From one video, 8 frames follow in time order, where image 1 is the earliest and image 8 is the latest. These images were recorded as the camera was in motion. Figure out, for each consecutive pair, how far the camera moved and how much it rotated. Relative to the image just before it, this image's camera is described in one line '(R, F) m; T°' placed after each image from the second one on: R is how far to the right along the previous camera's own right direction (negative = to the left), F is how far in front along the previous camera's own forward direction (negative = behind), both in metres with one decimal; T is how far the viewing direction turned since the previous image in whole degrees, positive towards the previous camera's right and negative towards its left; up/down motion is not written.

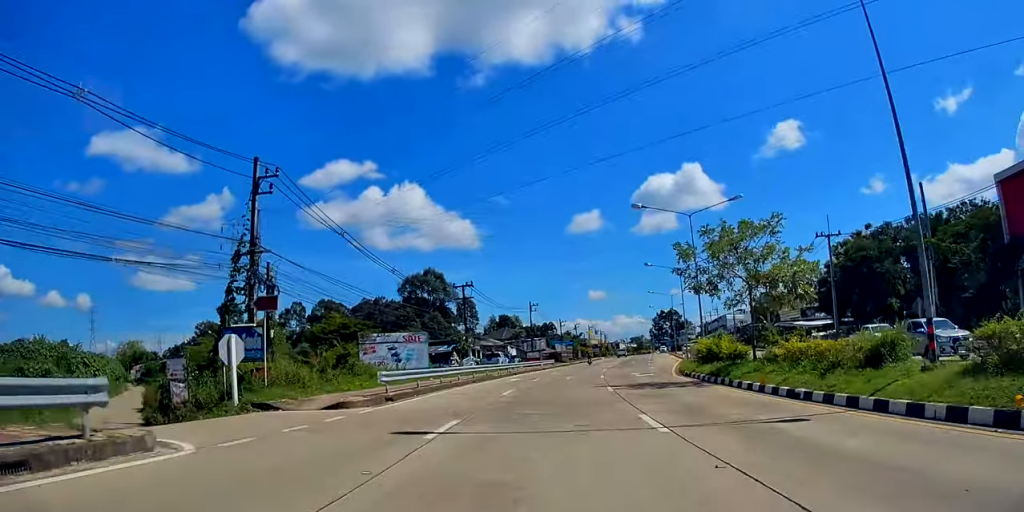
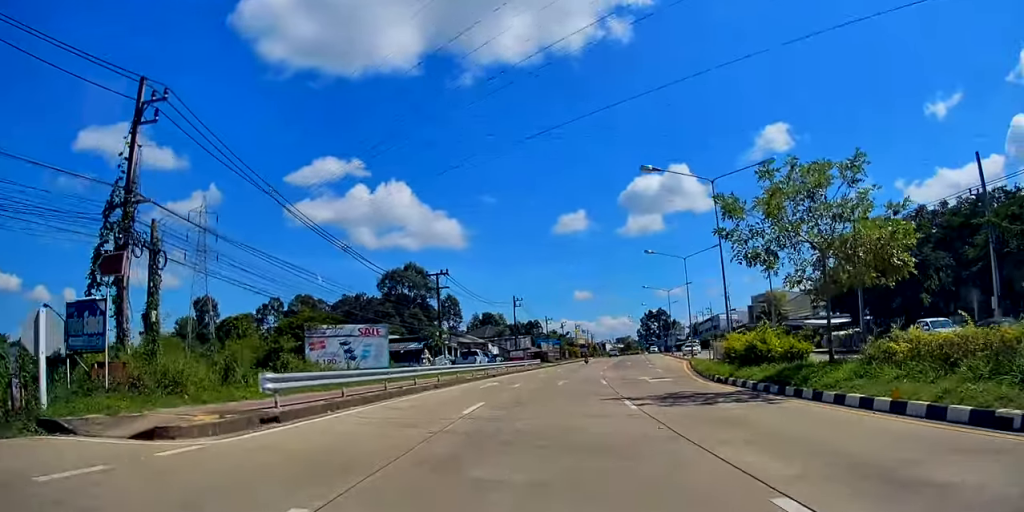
(-0.1, +8.5) m; +1°
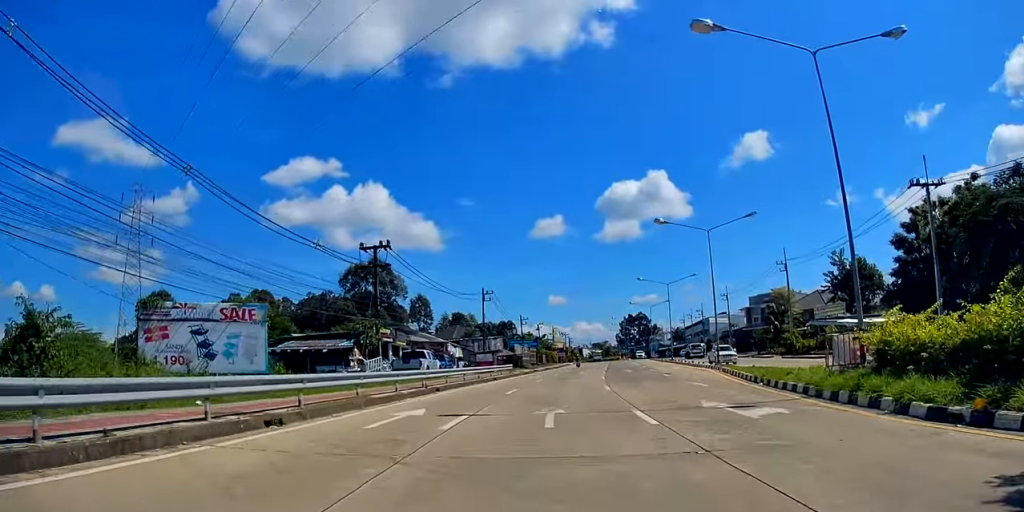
(+0.2, +15.0) m; +3°
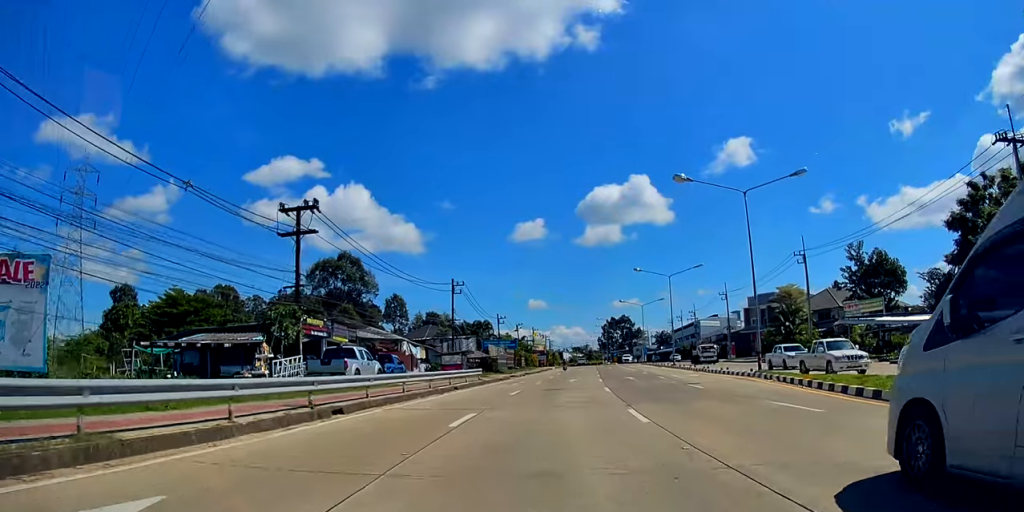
(+0.4, +11.2) m; +1°
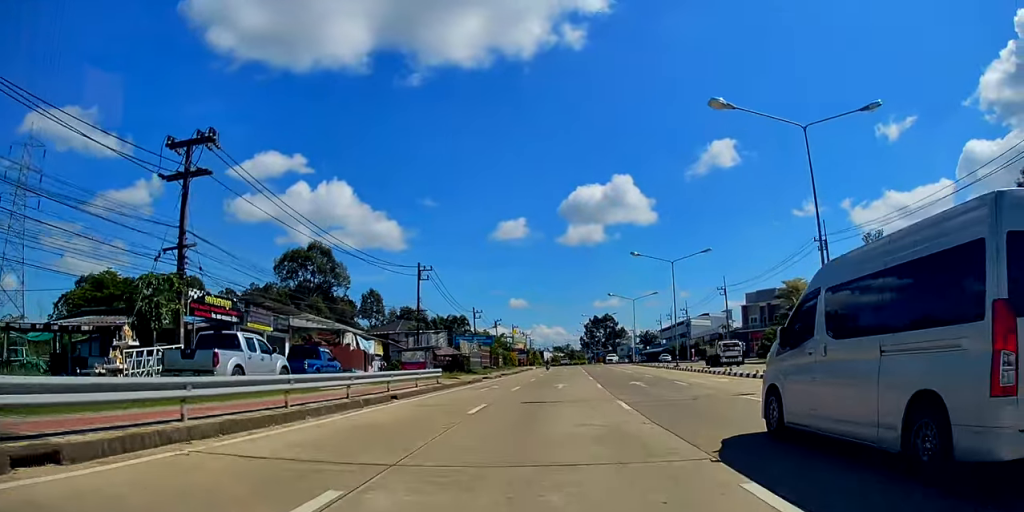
(+0.1, +9.3) m; -1°
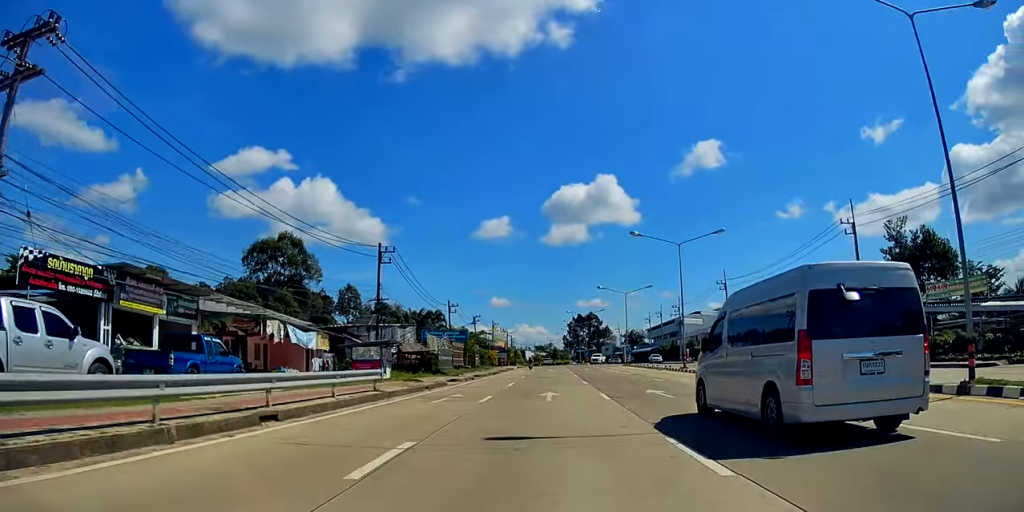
(-0.5, +9.0) m; +2°
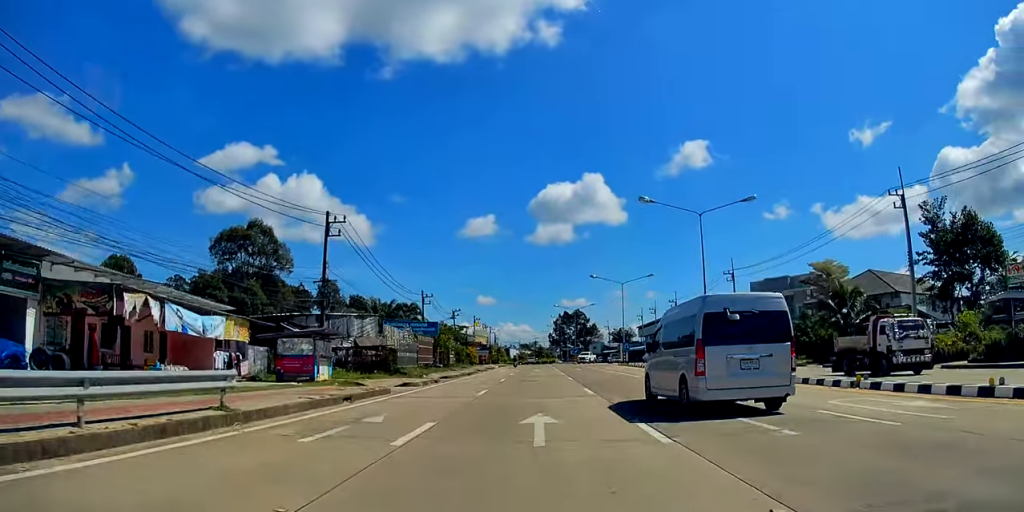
(+0.4, +9.6) m; +2°
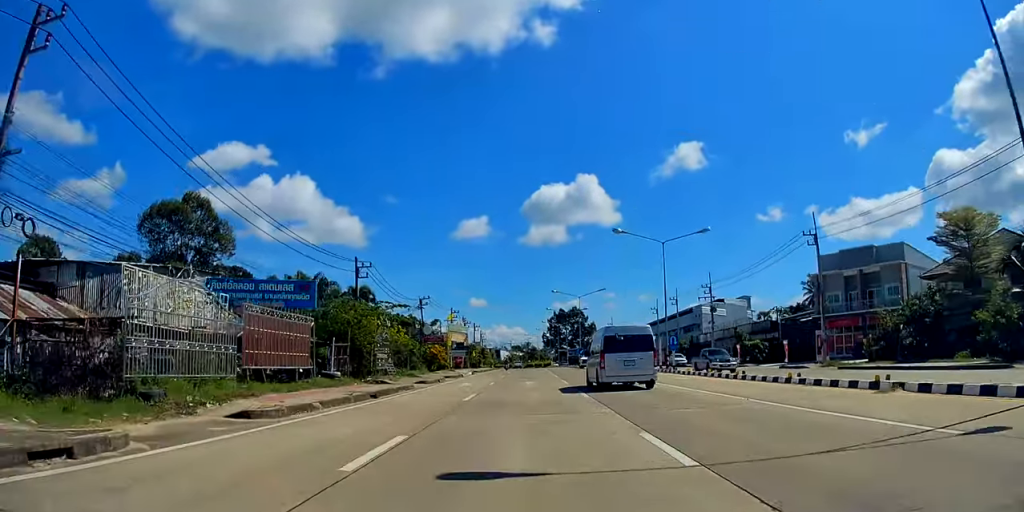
(+0.3, +26.0) m; -1°
